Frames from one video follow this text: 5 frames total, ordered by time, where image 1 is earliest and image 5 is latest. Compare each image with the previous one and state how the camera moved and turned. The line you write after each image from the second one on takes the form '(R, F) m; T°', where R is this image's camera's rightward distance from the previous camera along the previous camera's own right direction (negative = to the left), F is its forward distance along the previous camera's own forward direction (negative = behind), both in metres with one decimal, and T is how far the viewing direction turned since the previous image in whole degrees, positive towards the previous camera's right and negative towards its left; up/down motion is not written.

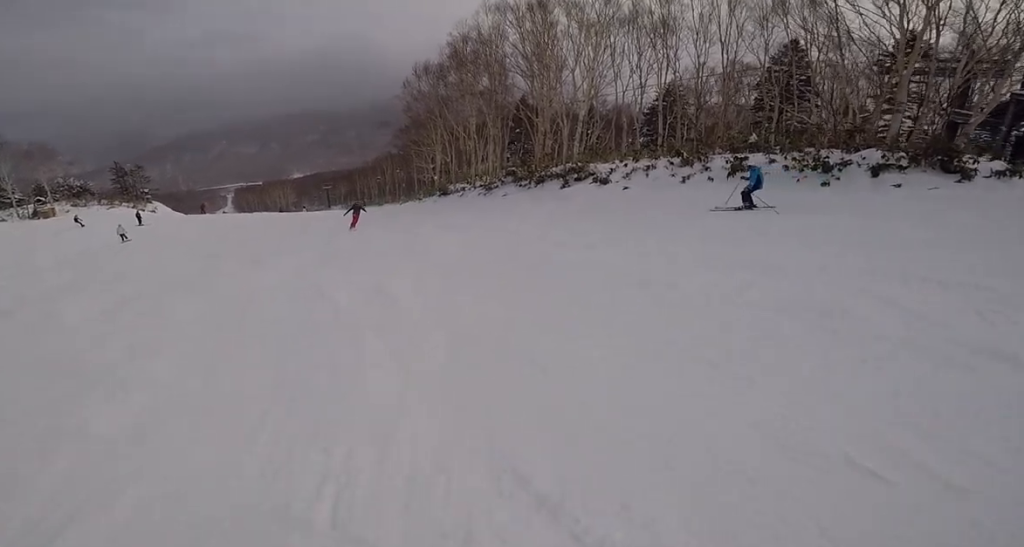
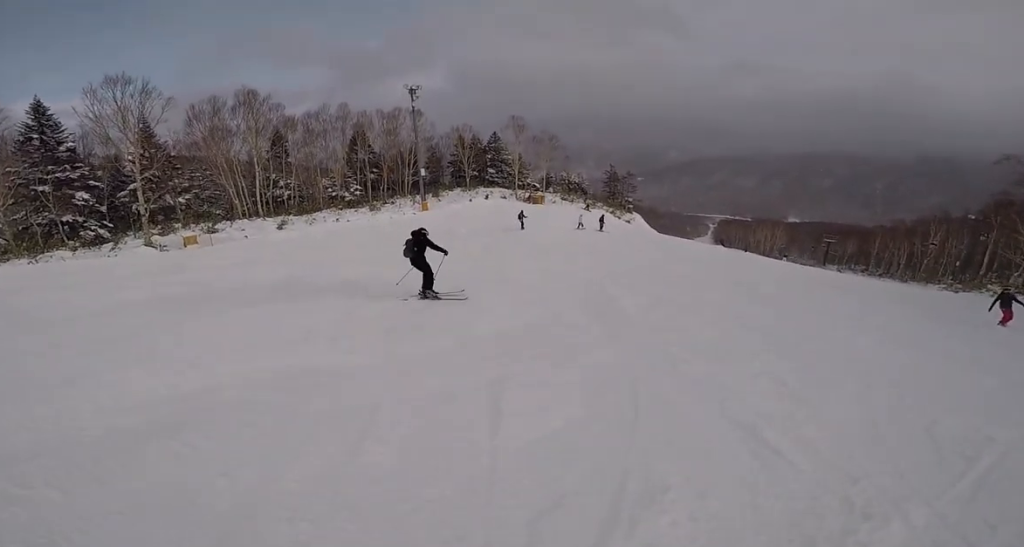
(-9.1, +8.4) m; -30°
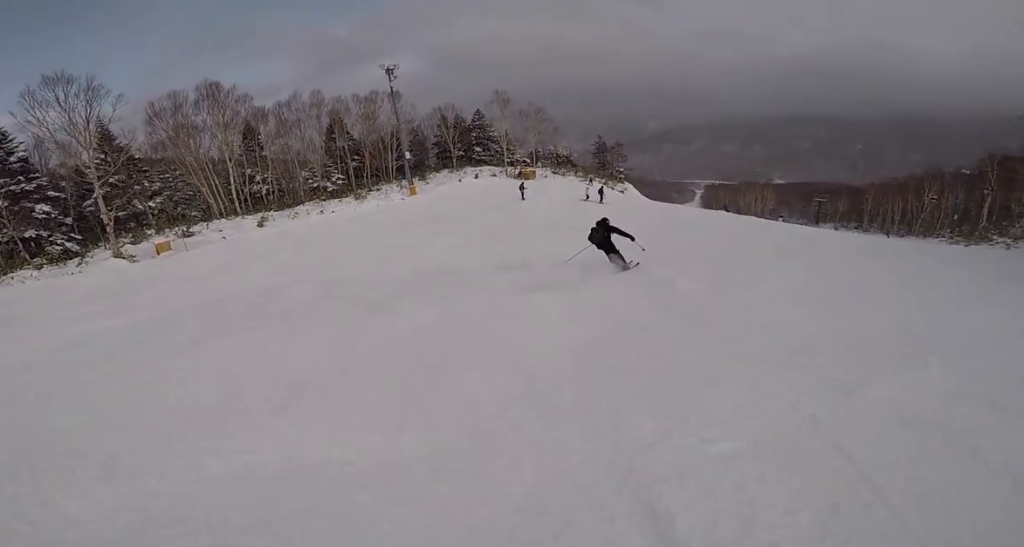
(+0.5, +2.0) m; +11°
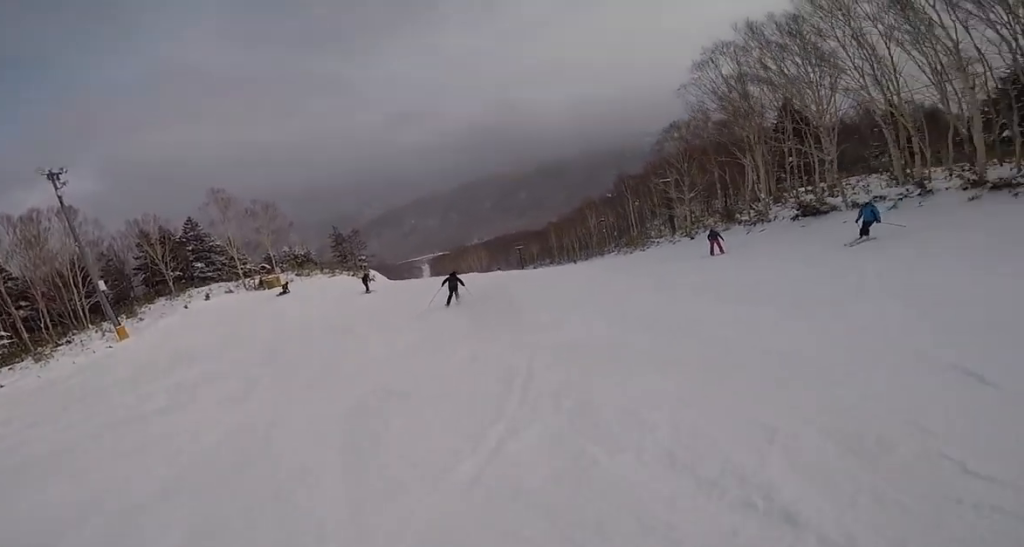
(+0.8, +4.1) m; +25°
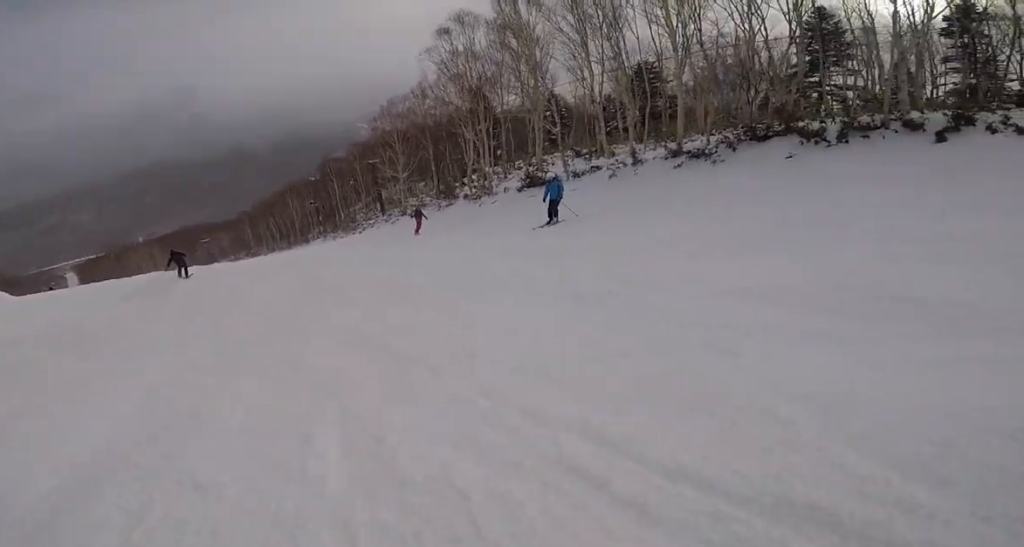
(+1.1, +4.0) m; +27°
